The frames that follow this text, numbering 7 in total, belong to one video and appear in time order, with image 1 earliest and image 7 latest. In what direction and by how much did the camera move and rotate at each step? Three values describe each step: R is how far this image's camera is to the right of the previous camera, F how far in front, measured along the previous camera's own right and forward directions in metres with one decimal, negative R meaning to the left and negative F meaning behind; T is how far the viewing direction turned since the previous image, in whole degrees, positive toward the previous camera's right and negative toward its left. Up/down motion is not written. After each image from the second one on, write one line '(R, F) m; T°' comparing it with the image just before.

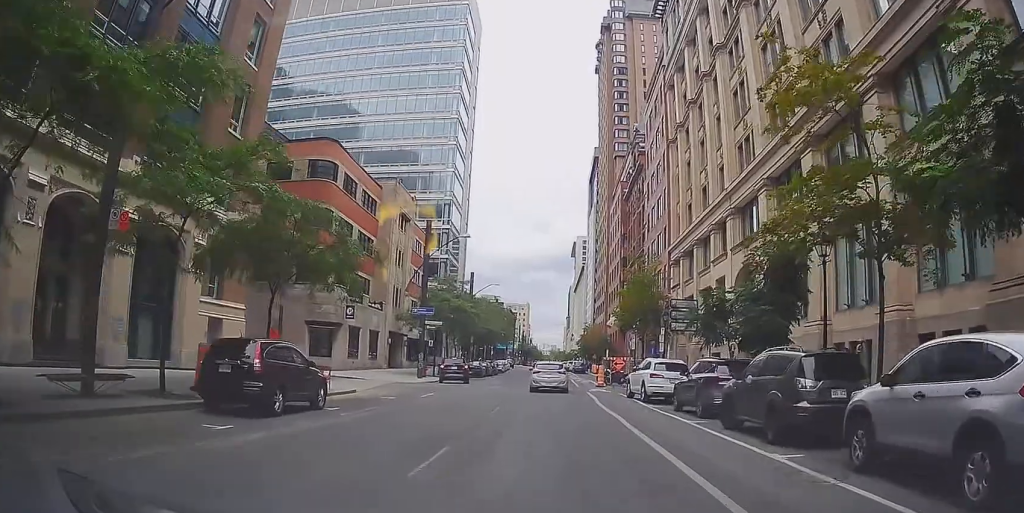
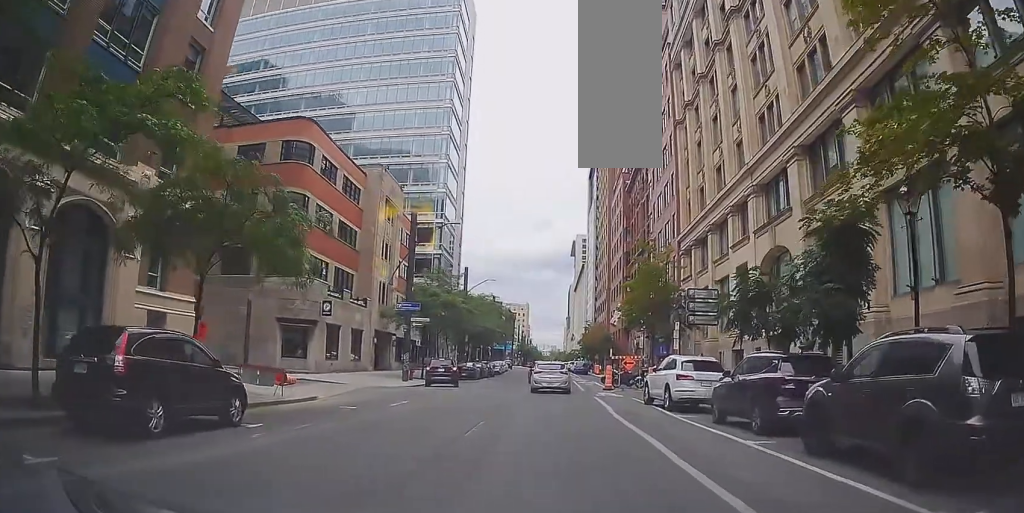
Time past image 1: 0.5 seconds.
(-0.1, +4.9) m; -2°
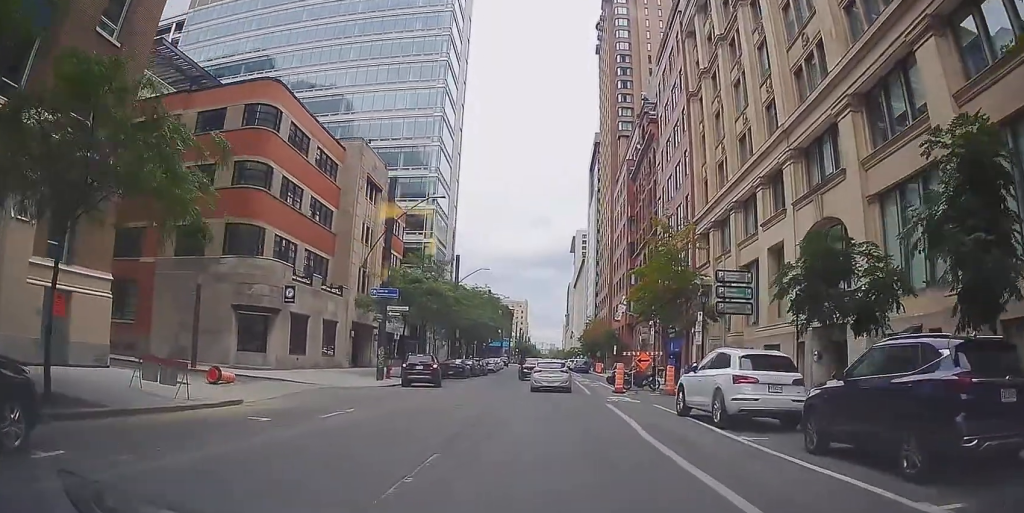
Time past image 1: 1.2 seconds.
(0.0, +5.9) m; -2°
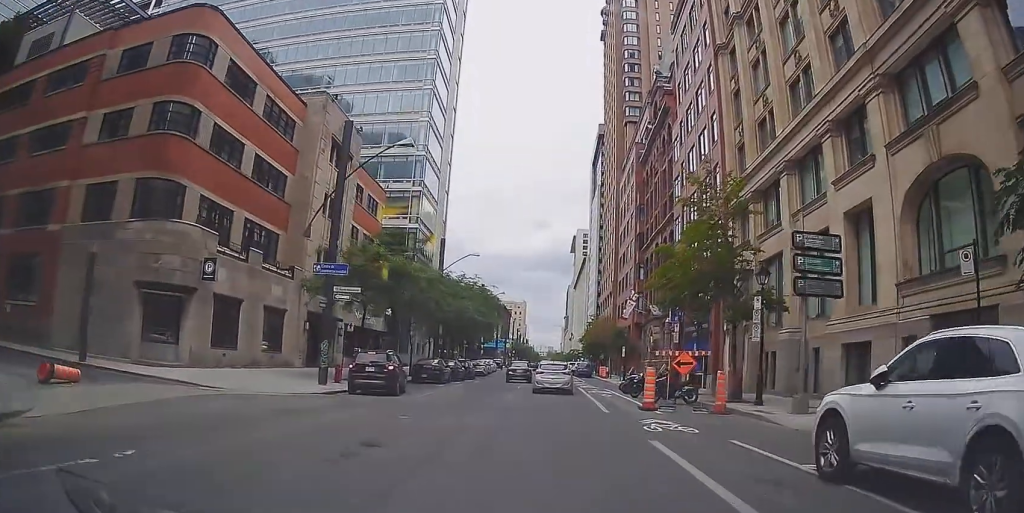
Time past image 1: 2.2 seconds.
(-0.2, +8.8) m; 0°
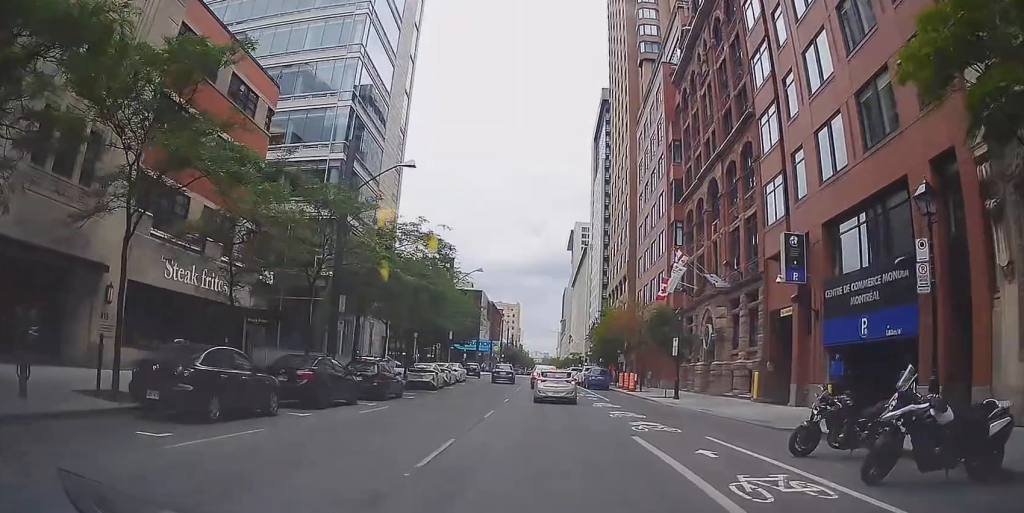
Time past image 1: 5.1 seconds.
(+3.2, +23.9) m; +15°
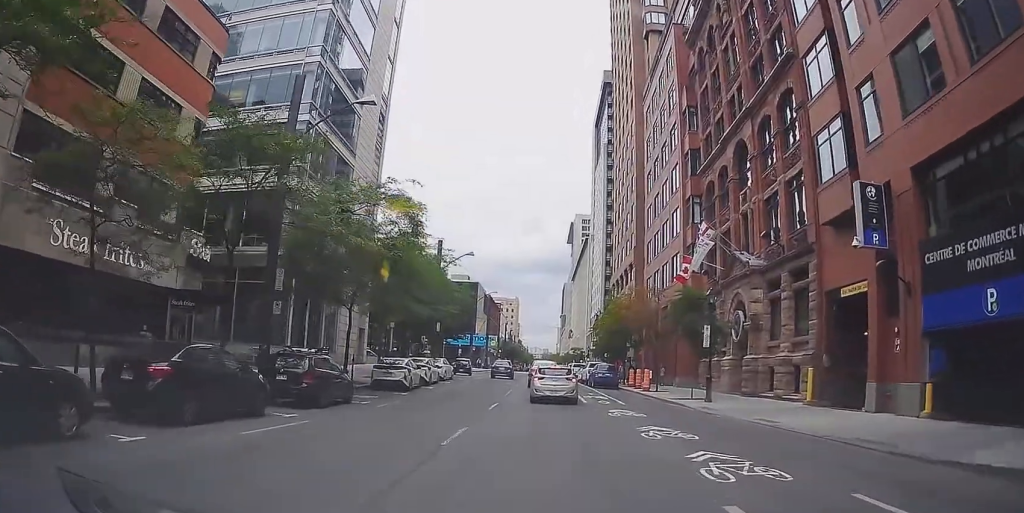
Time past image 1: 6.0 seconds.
(+0.3, +6.4) m; +2°
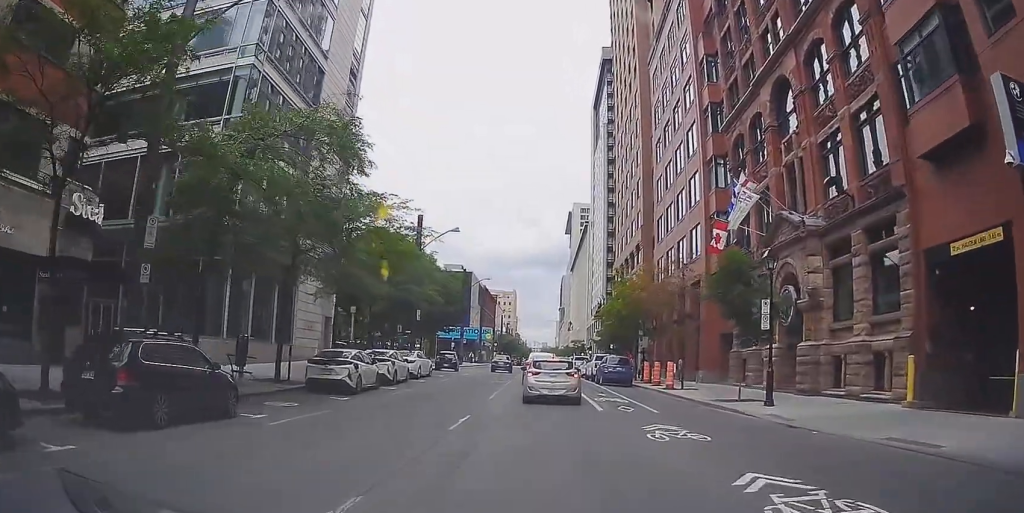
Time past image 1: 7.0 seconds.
(0.0, +7.9) m; +1°
